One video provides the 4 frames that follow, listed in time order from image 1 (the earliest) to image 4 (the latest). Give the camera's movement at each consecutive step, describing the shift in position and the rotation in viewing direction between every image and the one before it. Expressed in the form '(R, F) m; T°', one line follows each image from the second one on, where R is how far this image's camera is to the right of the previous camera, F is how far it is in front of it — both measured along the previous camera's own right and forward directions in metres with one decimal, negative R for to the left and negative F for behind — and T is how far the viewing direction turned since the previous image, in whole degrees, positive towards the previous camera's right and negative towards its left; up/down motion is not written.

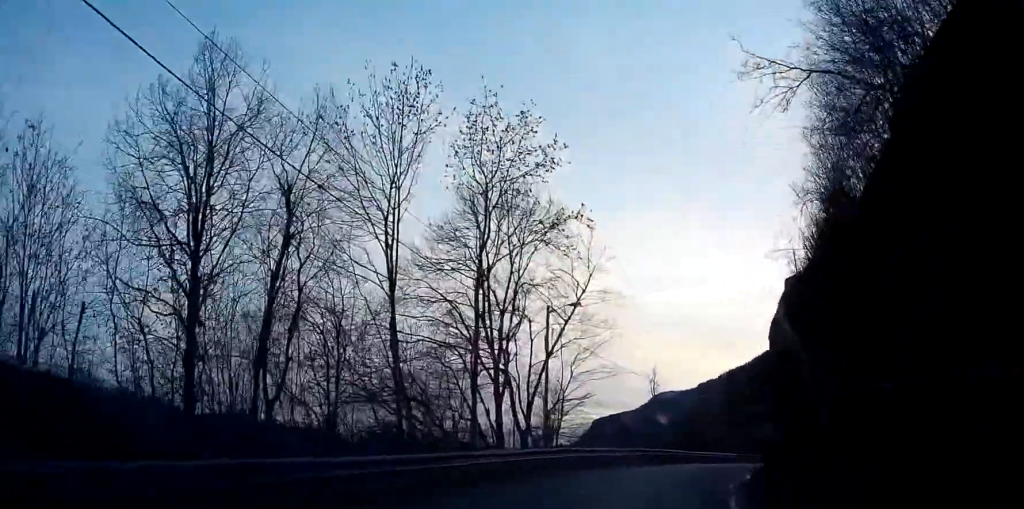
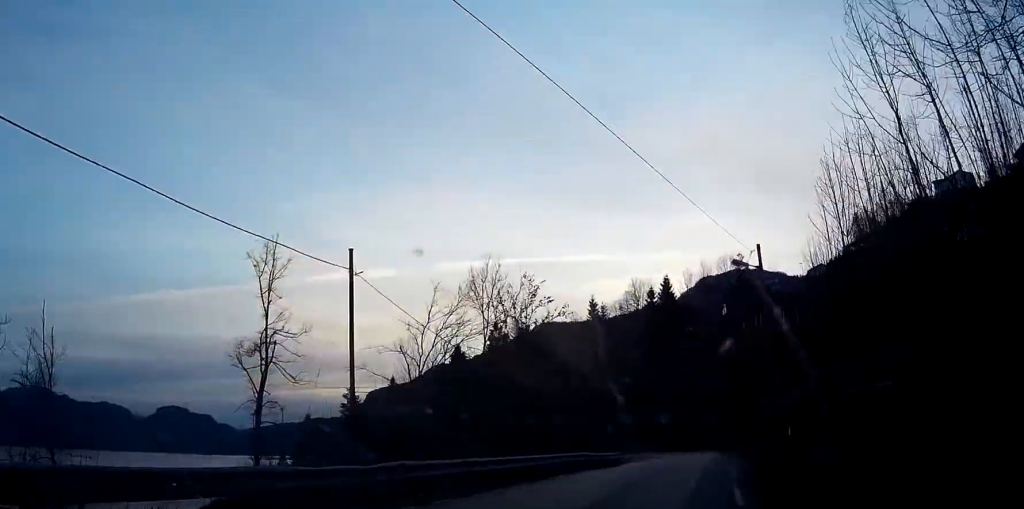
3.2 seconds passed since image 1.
(+6.1, +47.1) m; +16°
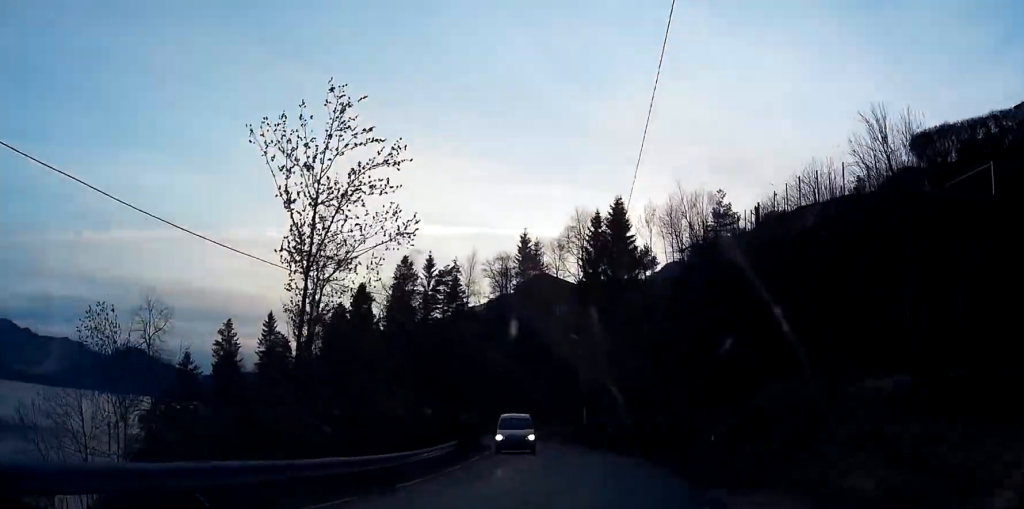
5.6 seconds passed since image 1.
(+1.2, +35.8) m; +1°
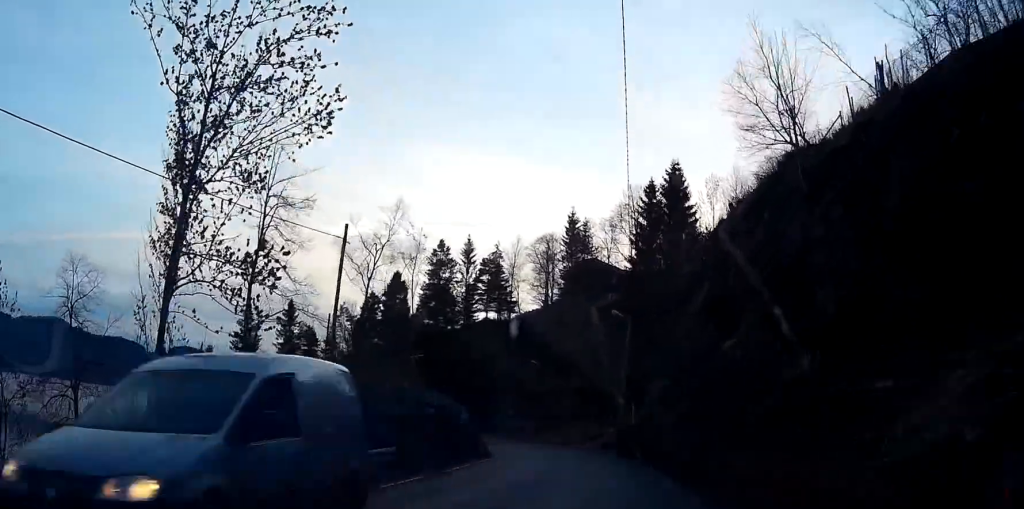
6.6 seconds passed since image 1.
(-0.2, +13.7) m; -4°
